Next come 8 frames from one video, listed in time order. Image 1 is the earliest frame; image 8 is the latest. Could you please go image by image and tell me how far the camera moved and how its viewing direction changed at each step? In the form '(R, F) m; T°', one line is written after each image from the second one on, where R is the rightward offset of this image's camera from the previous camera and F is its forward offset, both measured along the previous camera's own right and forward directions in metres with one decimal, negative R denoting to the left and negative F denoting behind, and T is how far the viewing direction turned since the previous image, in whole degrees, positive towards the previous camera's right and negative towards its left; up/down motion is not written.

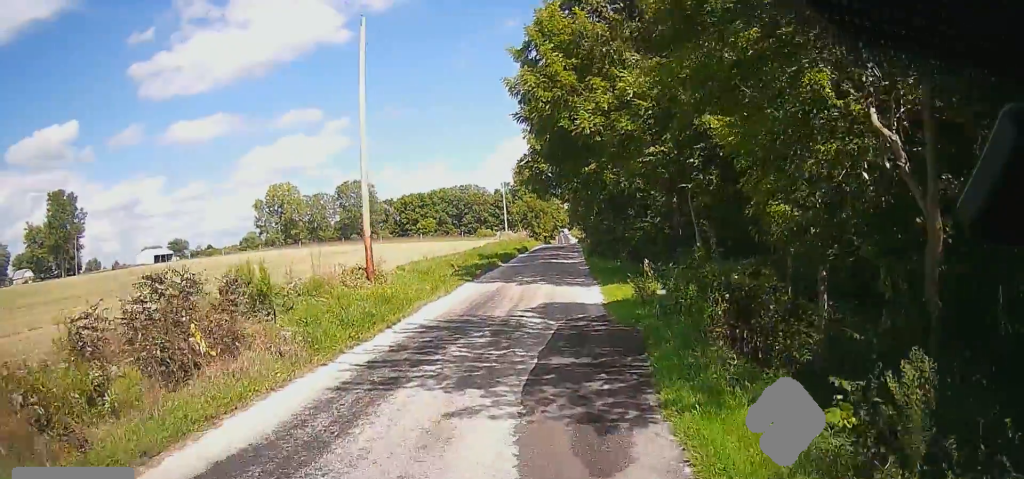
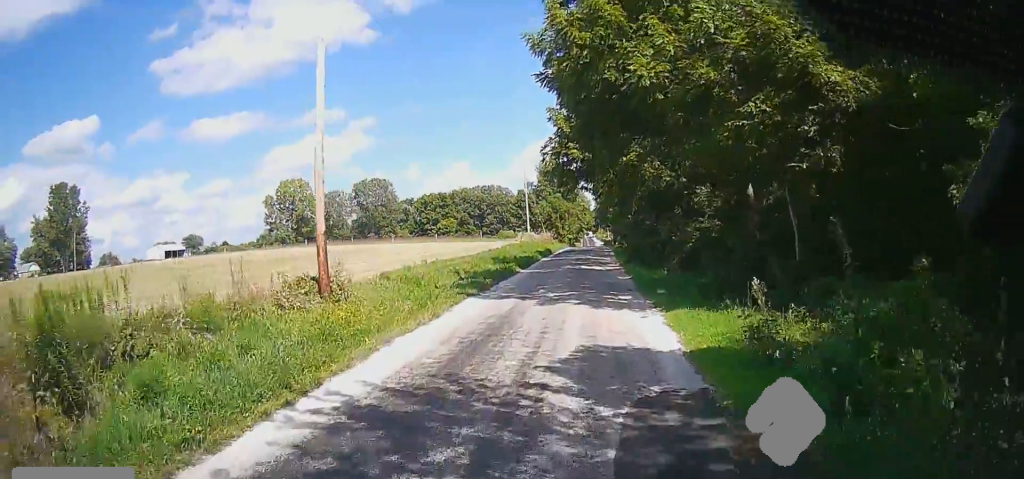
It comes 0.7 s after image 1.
(0.0, +7.0) m; -1°
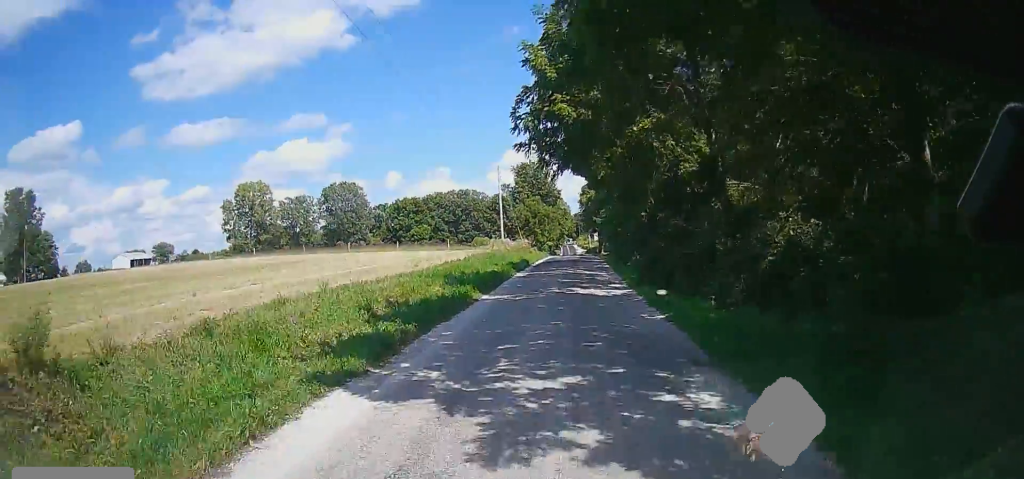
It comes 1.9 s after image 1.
(-0.4, +11.1) m; -3°
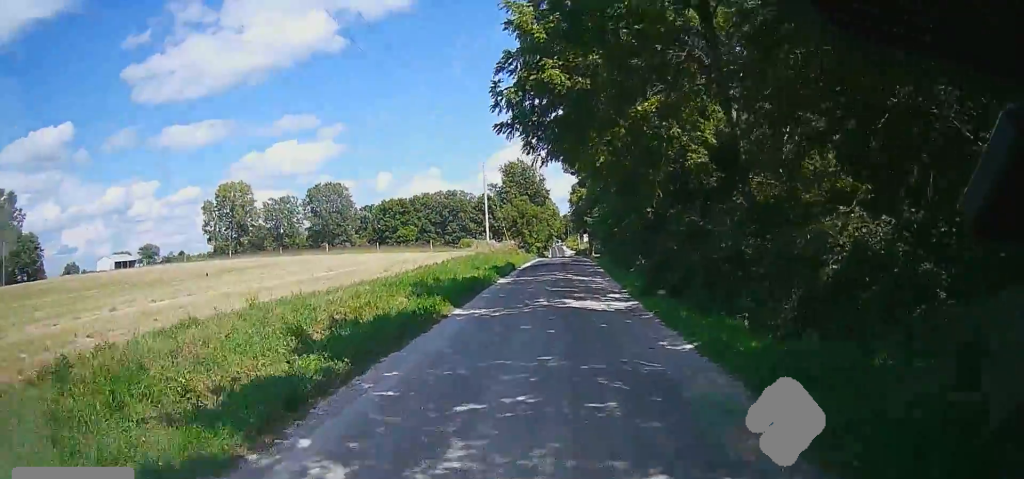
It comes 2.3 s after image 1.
(-0.2, +3.8) m; 0°
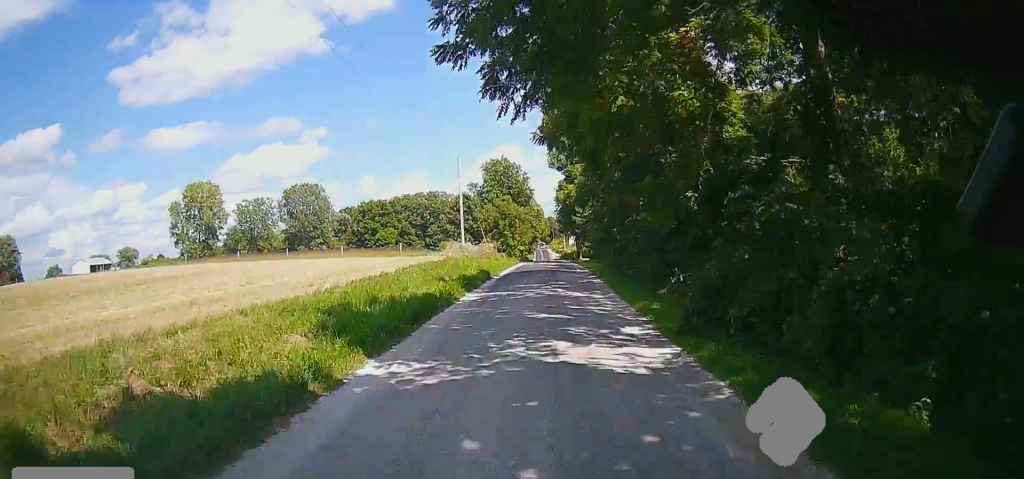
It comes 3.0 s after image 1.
(+0.2, +7.1) m; +2°
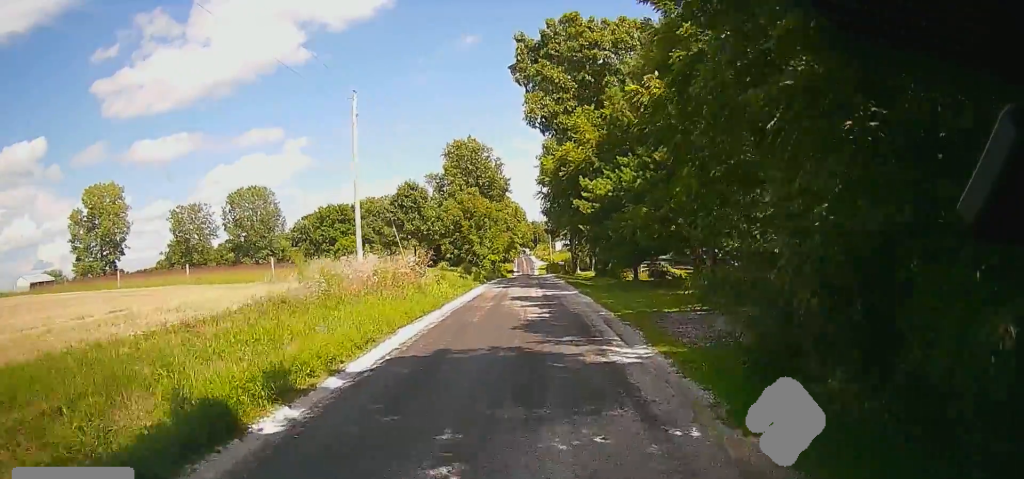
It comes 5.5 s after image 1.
(+0.6, +25.9) m; +1°
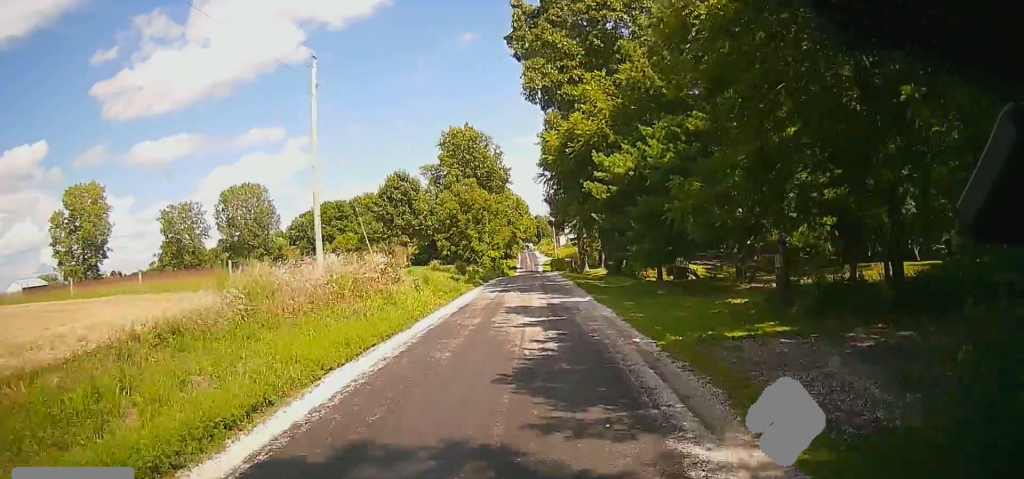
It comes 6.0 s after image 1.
(0.0, +5.8) m; 0°
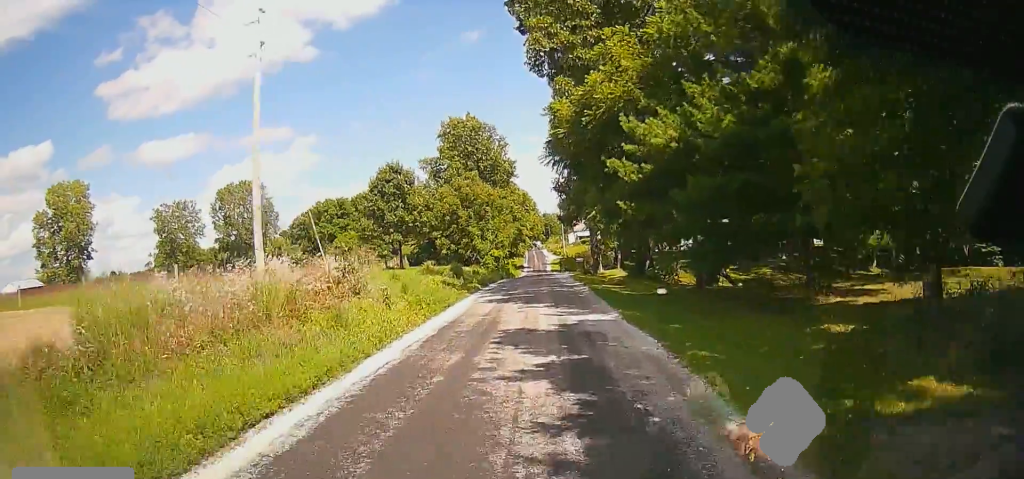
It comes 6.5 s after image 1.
(0.0, +5.8) m; 0°
